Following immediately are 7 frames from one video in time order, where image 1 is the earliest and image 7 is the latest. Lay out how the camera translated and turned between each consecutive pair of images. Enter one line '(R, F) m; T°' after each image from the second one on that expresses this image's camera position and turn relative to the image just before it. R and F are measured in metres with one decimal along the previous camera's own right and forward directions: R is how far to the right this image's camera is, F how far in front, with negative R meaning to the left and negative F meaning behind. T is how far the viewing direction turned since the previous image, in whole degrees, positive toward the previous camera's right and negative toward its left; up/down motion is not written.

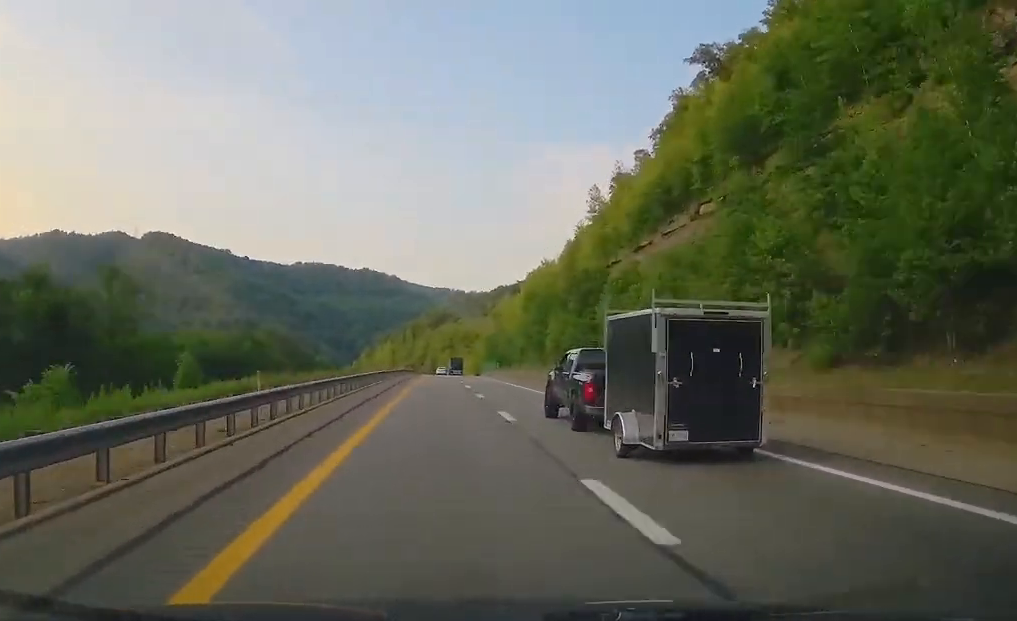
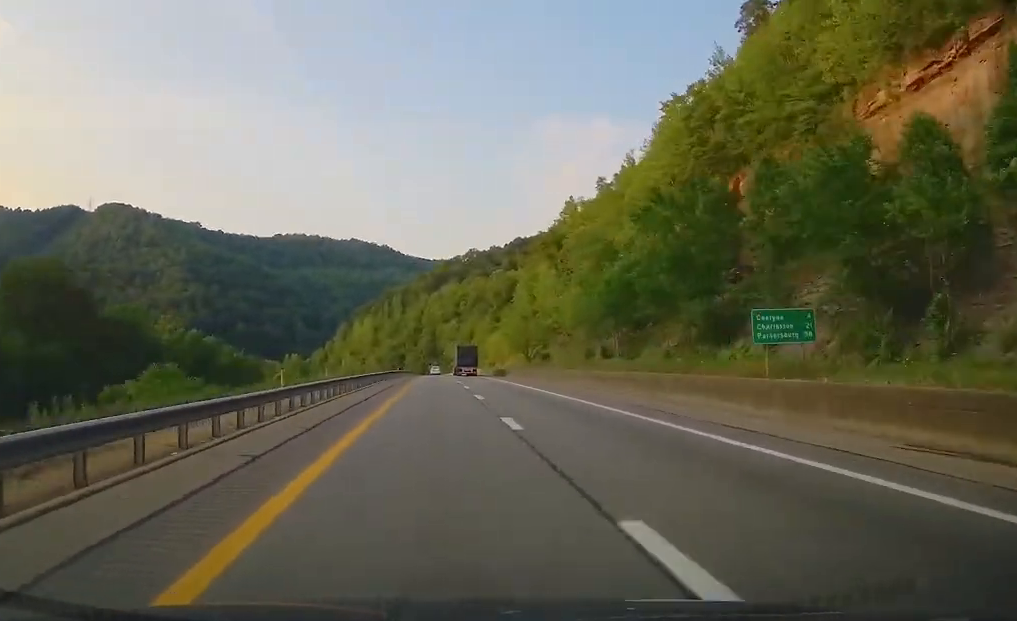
(-1.6, +112.3) m; -2°
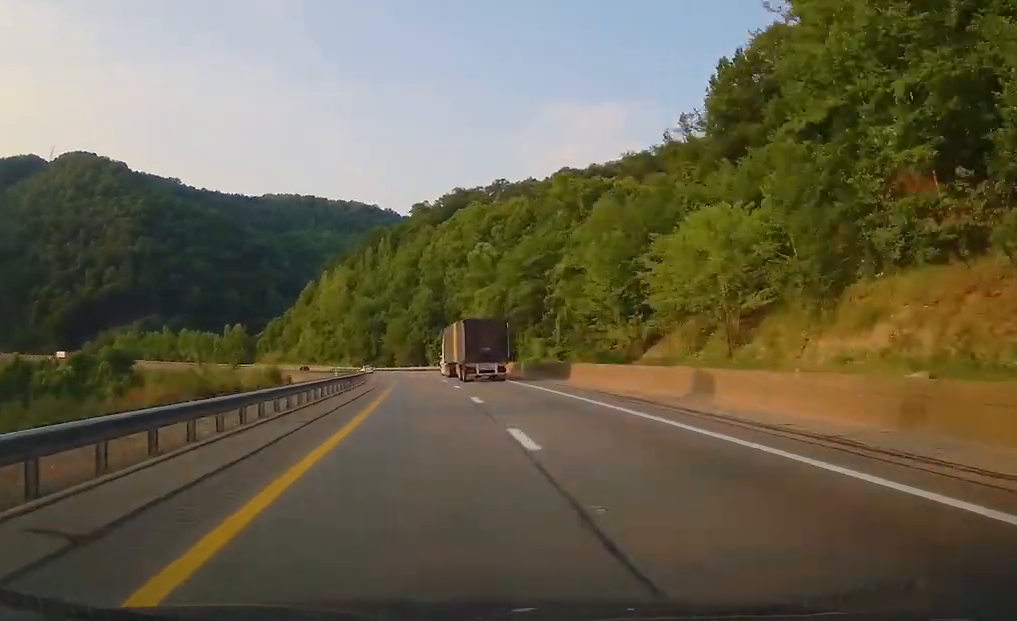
(-3.1, +116.7) m; -8°
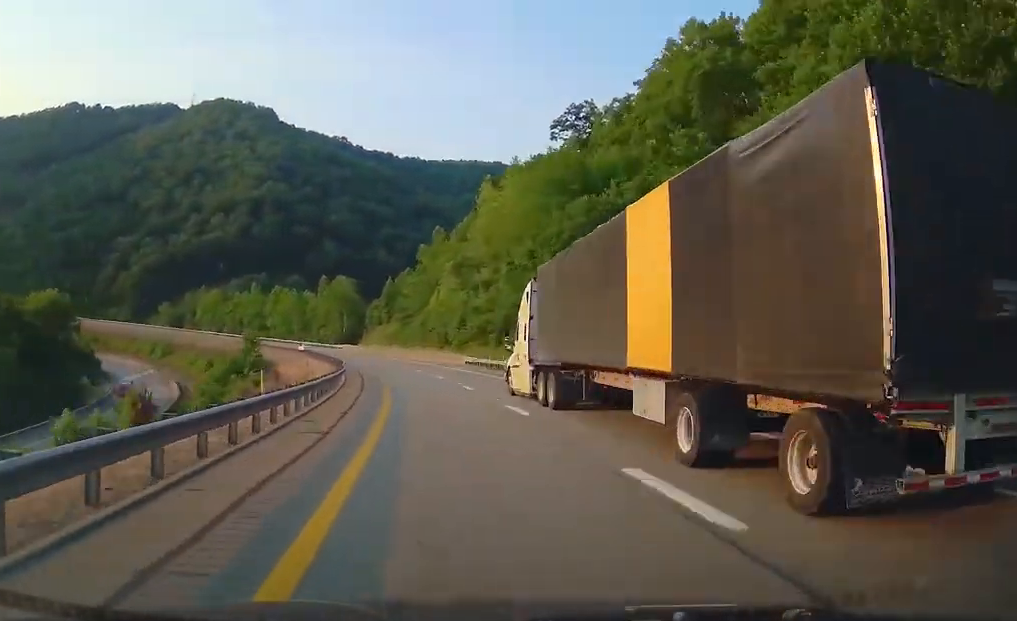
(-13.3, +115.7) m; -16°
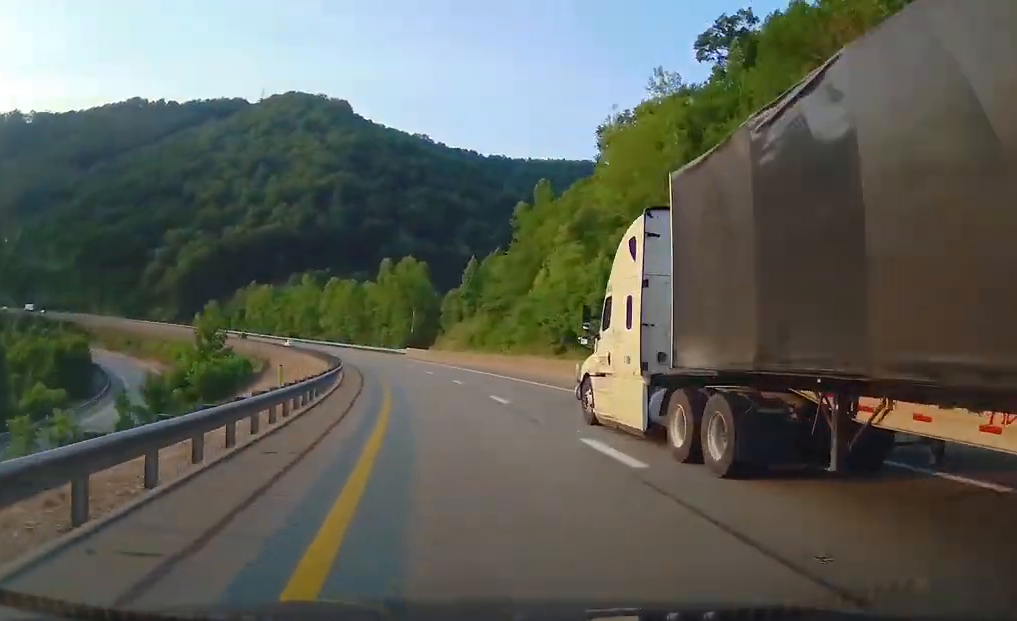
(-2.0, +42.9) m; -7°
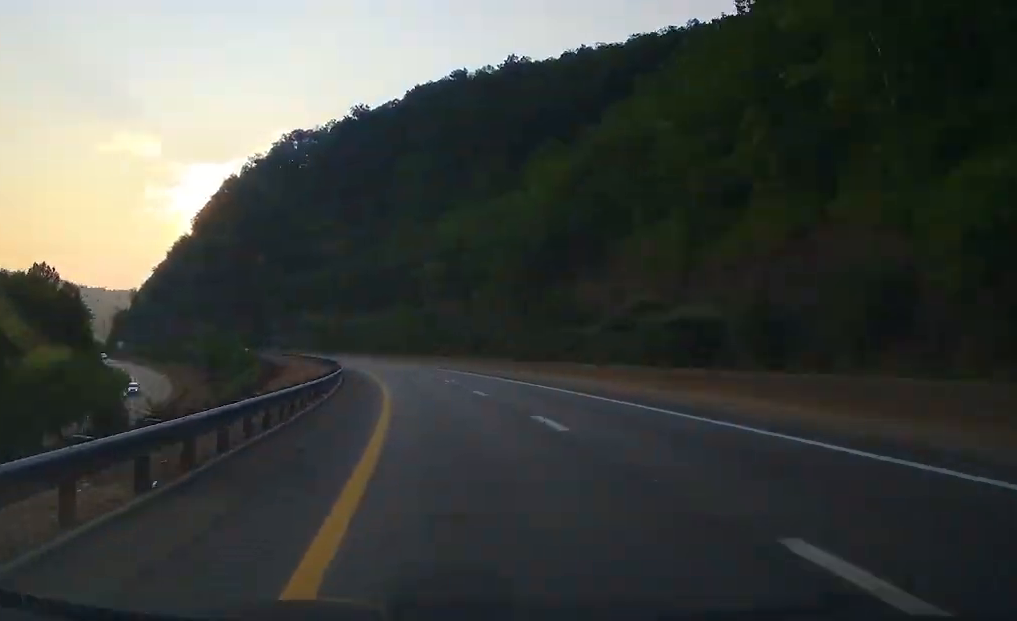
(-176.1, +297.2) m; -61°
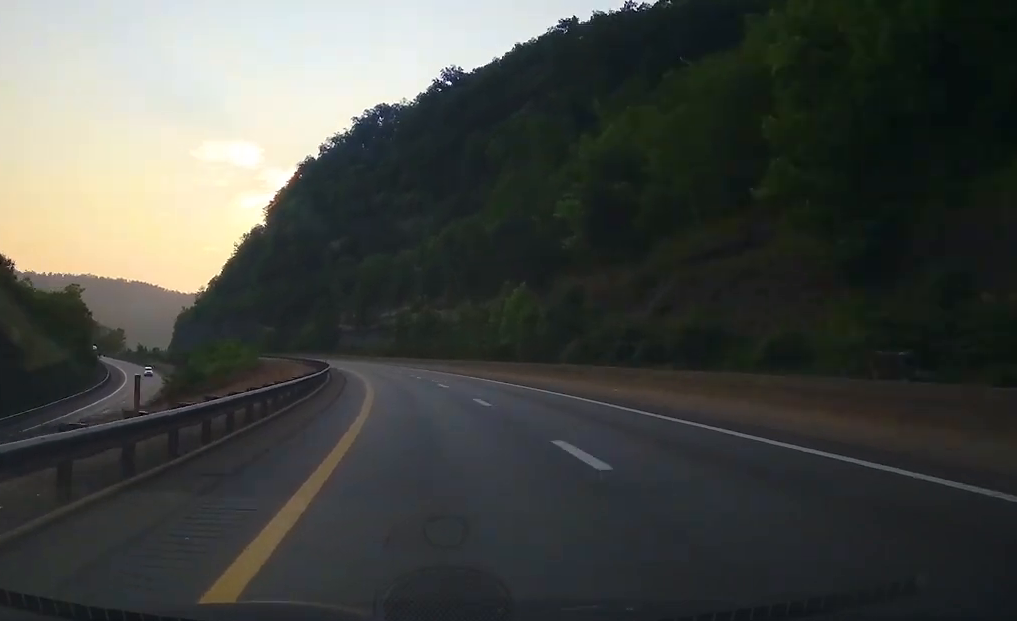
(-1.4, +51.8) m; -9°
